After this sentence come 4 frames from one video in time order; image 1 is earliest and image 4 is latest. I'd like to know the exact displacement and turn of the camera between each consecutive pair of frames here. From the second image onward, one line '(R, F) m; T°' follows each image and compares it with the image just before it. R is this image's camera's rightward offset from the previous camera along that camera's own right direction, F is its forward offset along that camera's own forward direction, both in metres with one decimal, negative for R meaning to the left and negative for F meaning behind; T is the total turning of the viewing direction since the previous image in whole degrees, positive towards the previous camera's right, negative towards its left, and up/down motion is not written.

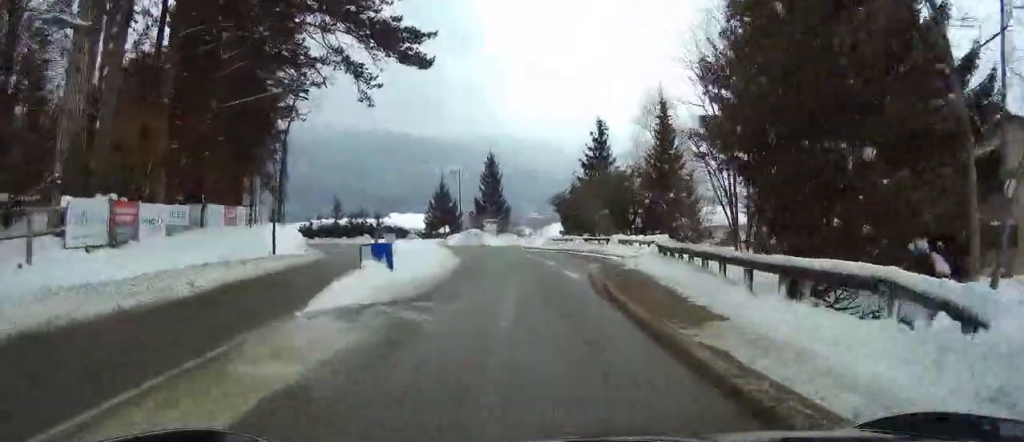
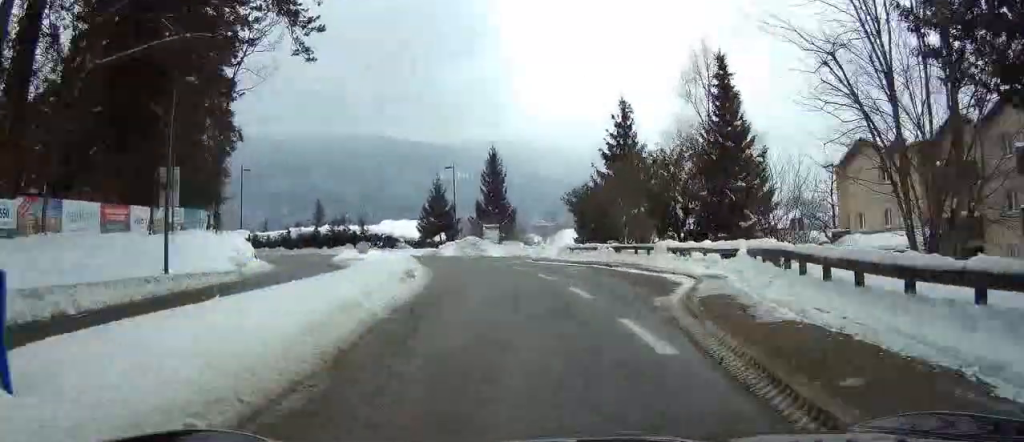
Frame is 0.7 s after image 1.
(-0.5, +12.5) m; -4°
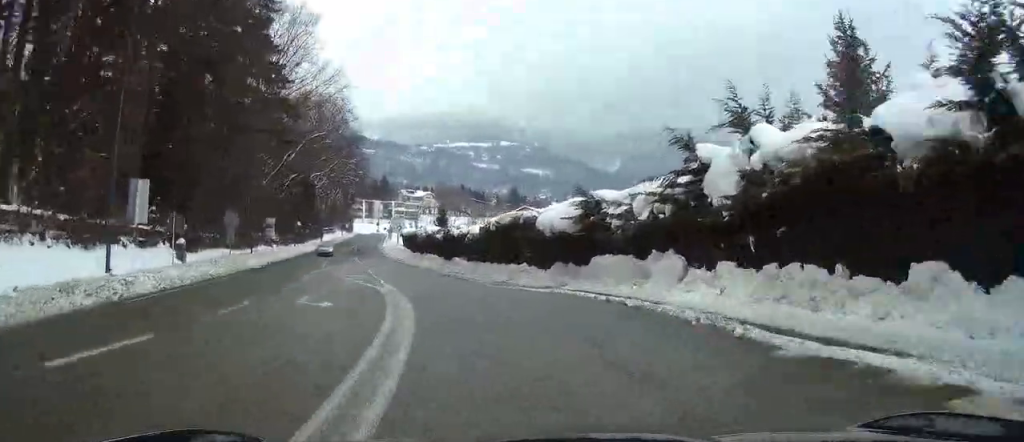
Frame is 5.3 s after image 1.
(-15.3, +65.8) m; -41°
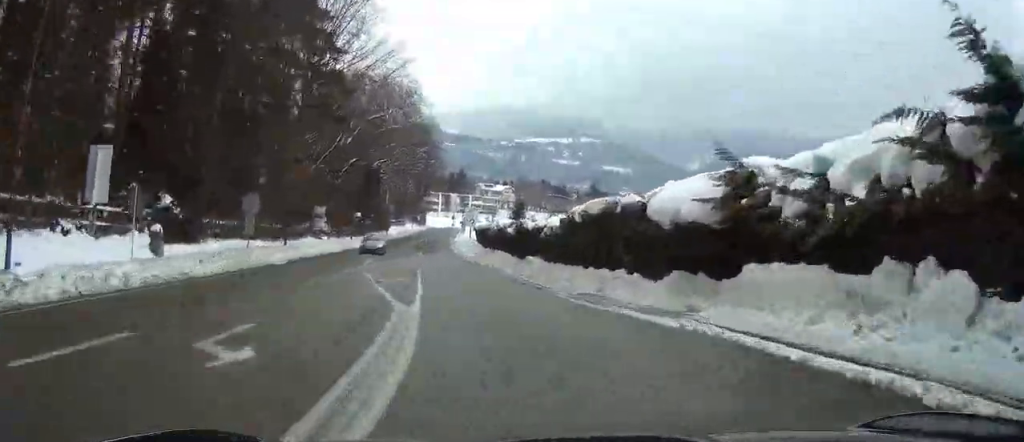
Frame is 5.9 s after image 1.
(-0.7, +8.3) m; -7°
